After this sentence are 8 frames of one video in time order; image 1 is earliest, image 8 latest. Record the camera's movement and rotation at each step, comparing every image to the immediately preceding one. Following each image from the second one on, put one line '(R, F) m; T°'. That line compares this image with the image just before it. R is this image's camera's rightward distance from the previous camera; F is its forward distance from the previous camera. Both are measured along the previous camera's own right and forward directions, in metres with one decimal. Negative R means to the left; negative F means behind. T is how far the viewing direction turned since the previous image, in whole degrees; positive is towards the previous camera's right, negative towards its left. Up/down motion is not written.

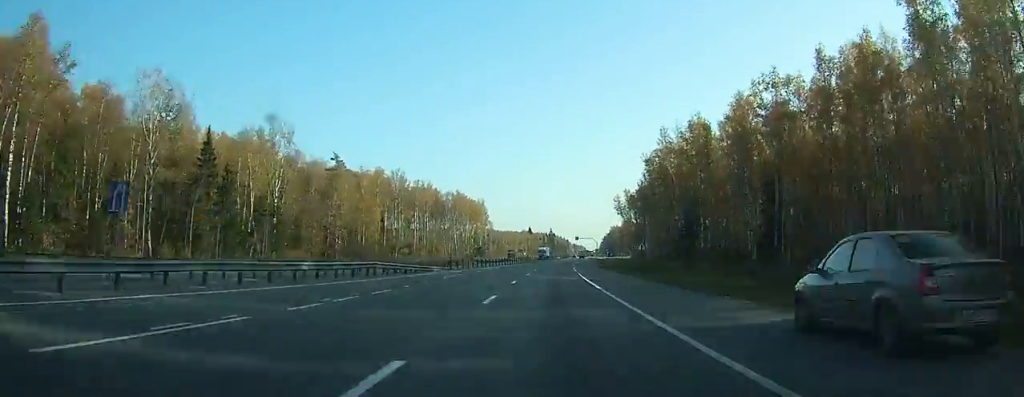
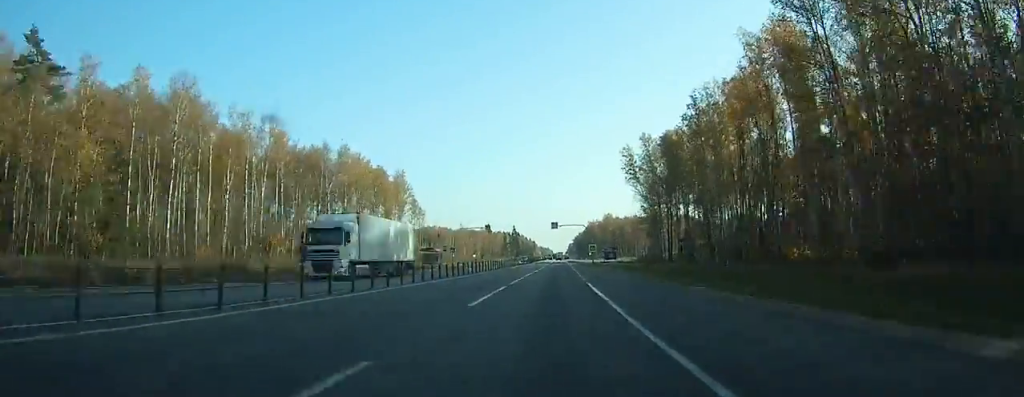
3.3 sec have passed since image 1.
(+1.4, +83.3) m; +2°
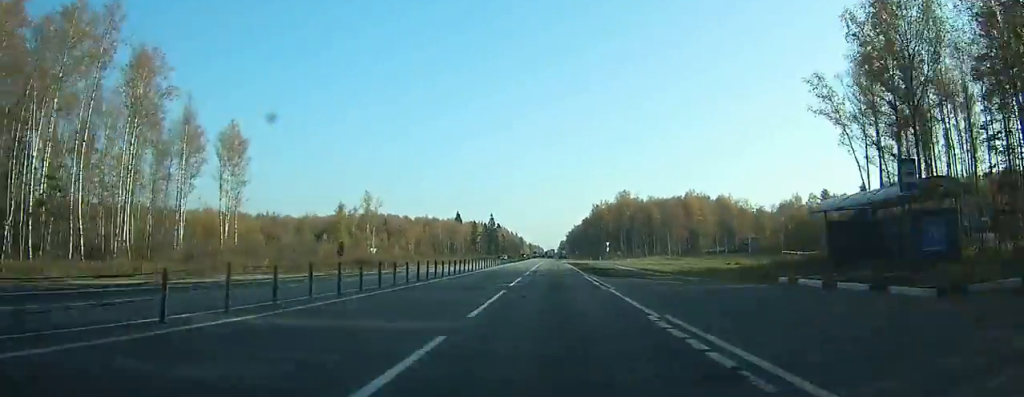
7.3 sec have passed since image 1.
(+2.9, +104.8) m; +2°
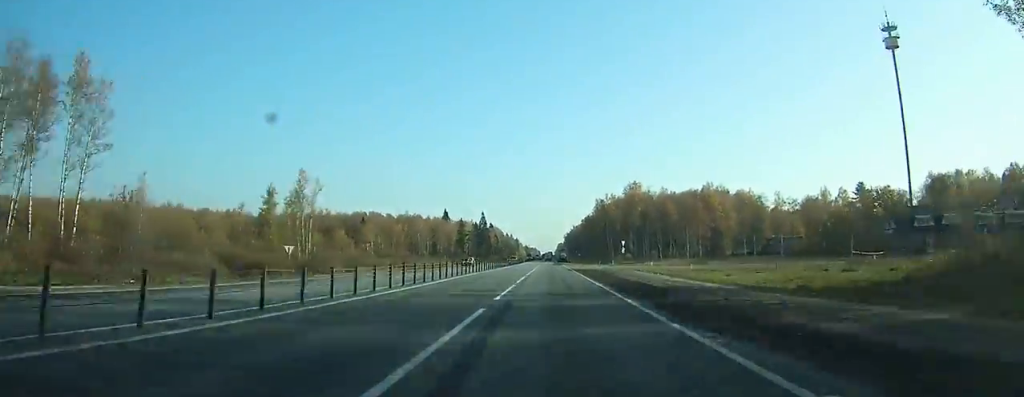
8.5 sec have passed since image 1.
(0.0, +31.4) m; 0°
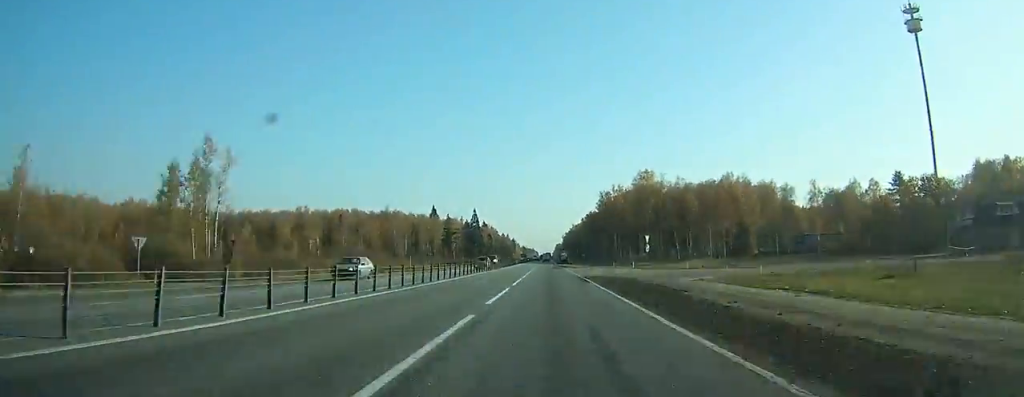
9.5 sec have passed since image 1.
(0.0, +26.4) m; 0°
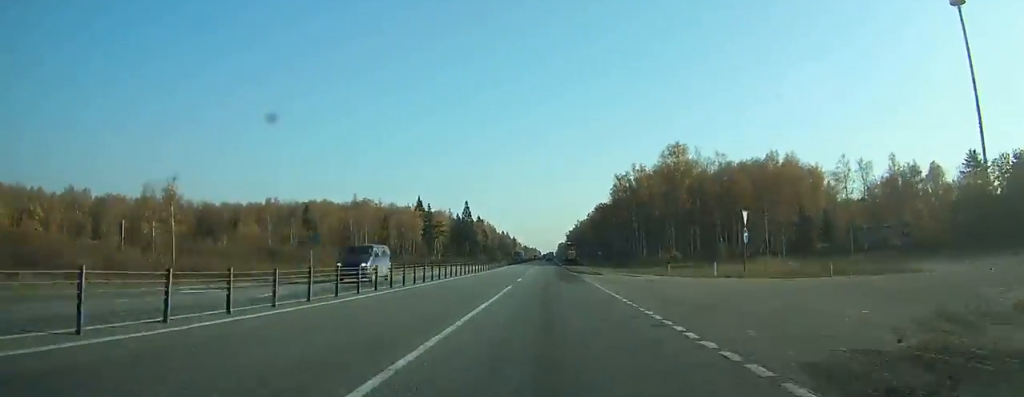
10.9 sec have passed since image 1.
(-0.1, +37.3) m; 0°
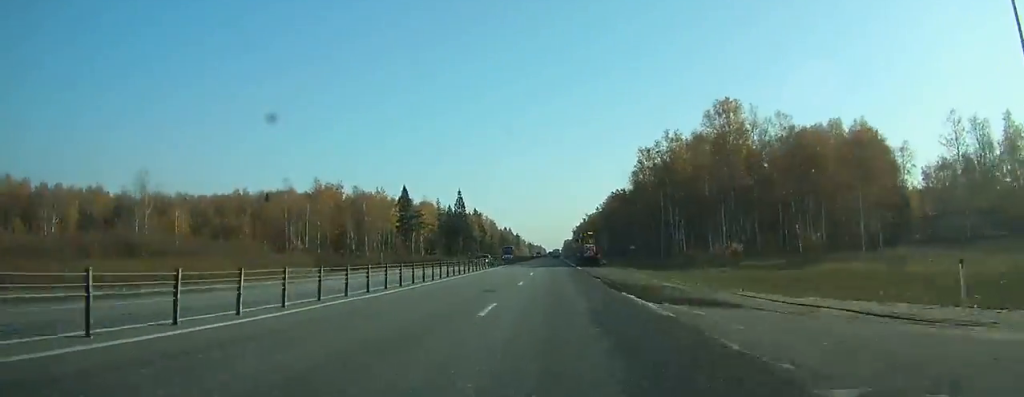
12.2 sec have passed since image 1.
(-0.1, +33.9) m; 0°
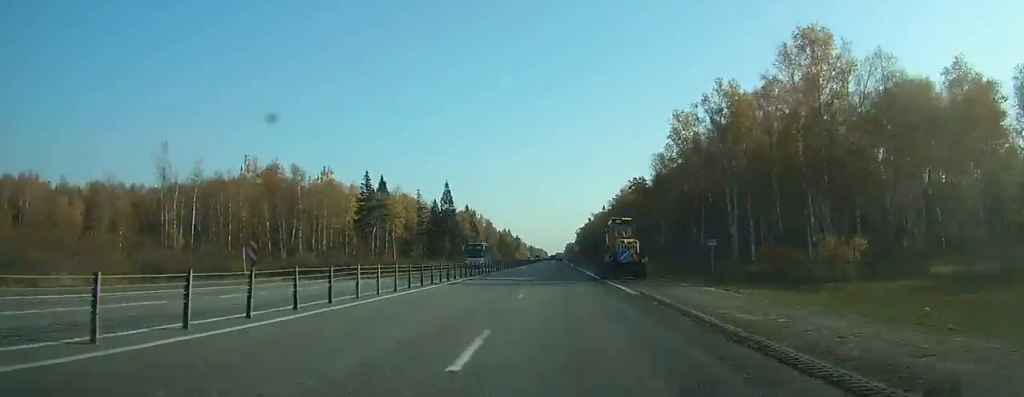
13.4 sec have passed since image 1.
(-0.1, +31.7) m; 0°
